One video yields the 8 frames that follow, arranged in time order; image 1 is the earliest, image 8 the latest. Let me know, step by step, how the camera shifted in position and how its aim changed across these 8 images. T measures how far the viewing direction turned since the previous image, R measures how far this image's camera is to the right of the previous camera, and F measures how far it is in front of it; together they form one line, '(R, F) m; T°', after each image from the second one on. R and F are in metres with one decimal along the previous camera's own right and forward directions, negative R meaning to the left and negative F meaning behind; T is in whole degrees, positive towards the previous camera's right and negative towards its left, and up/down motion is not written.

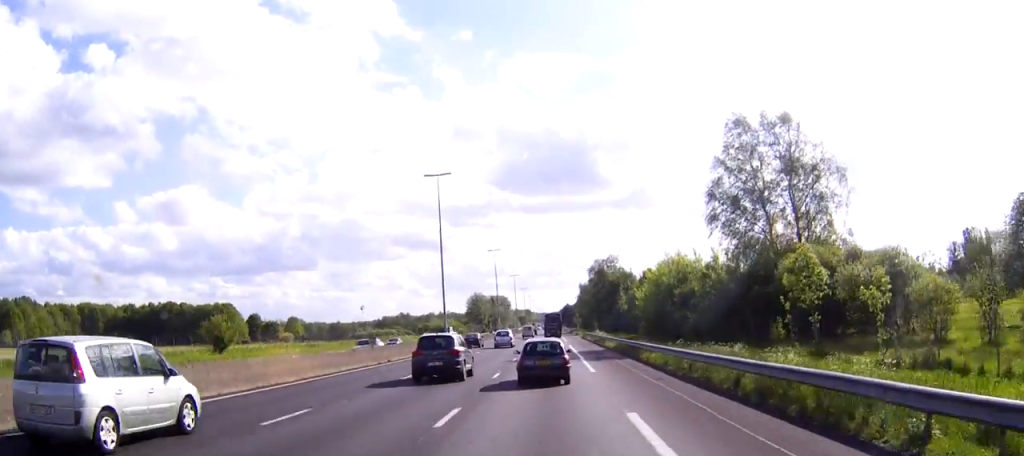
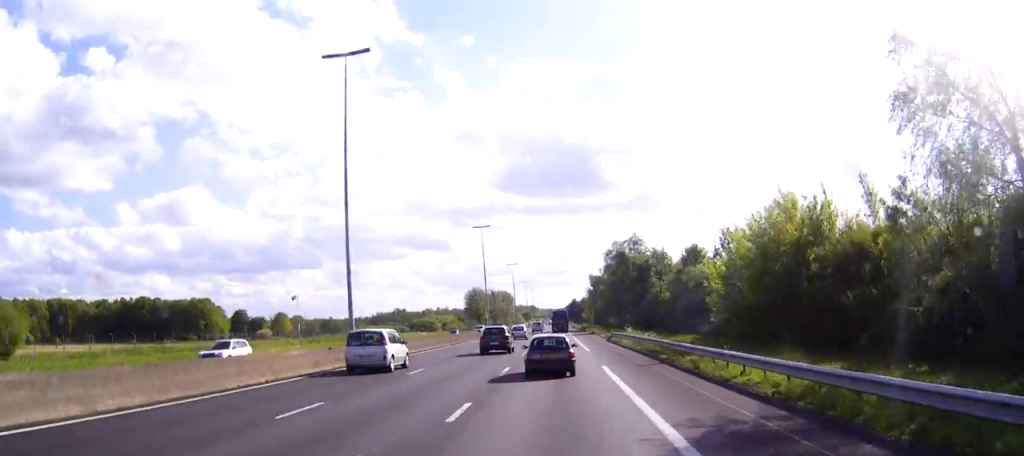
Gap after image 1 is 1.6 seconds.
(-0.1, +39.0) m; 0°
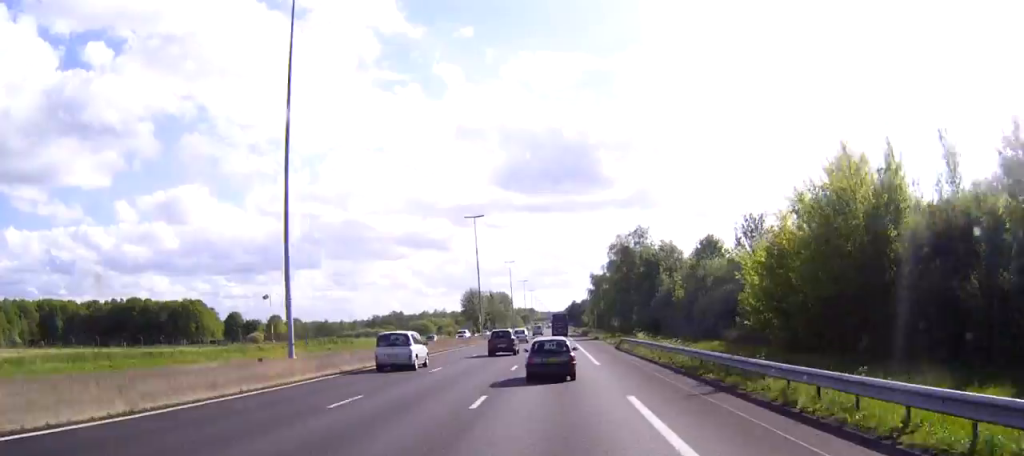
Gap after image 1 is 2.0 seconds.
(0.0, +9.8) m; 0°
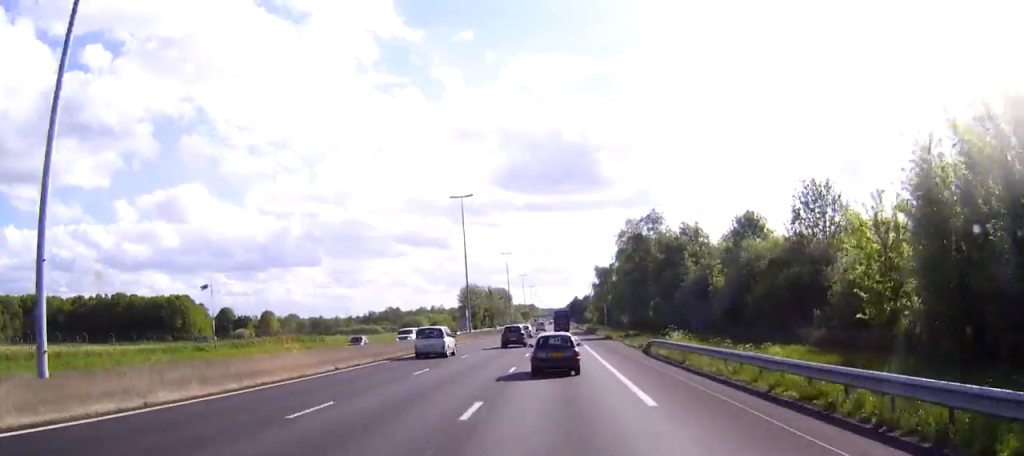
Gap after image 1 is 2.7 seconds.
(0.0, +17.2) m; 0°
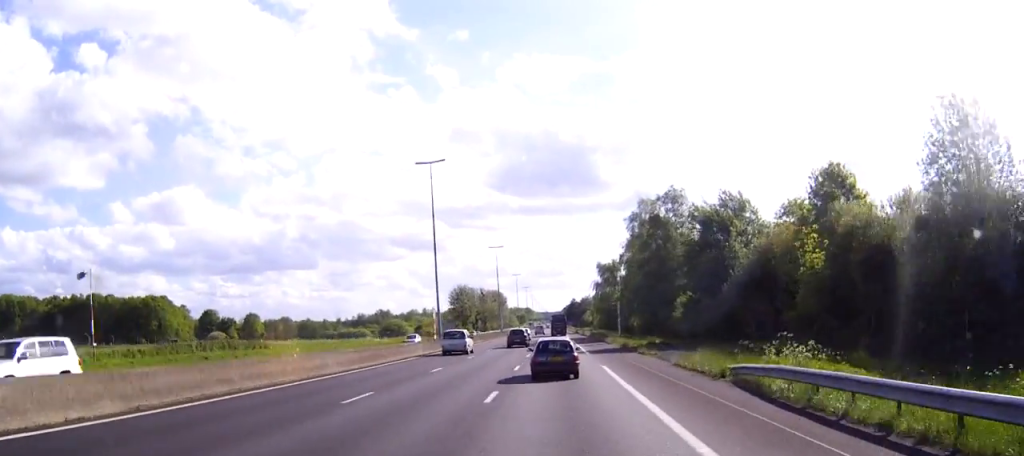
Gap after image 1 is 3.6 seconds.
(0.0, +22.1) m; 0°
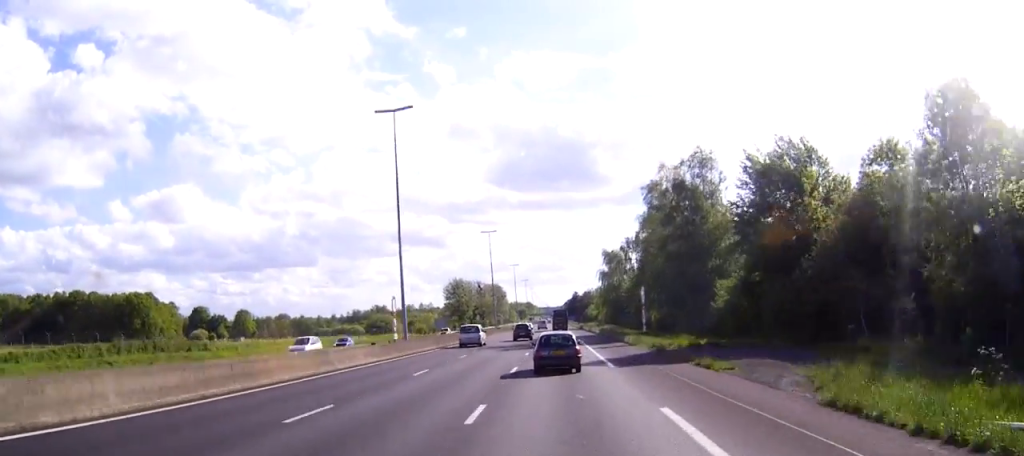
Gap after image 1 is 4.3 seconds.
(0.0, +17.1) m; 0°
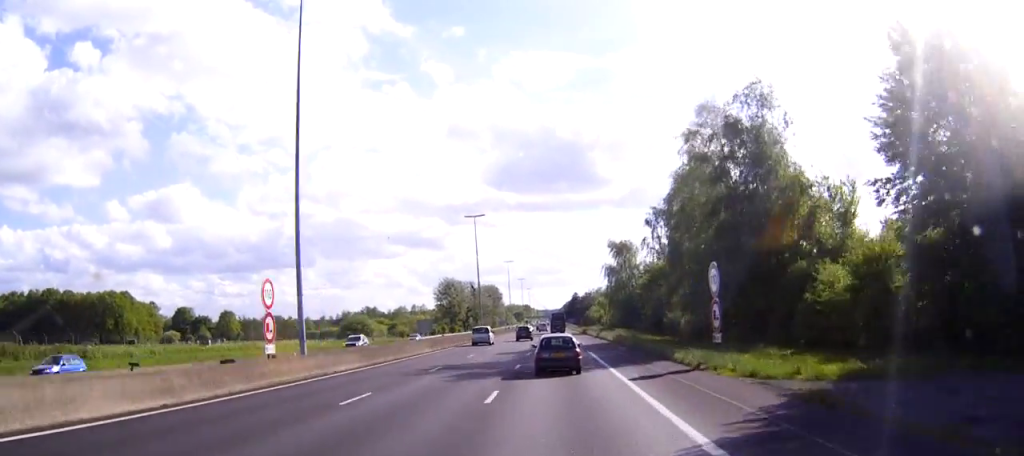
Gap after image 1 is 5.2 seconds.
(0.0, +22.1) m; 0°
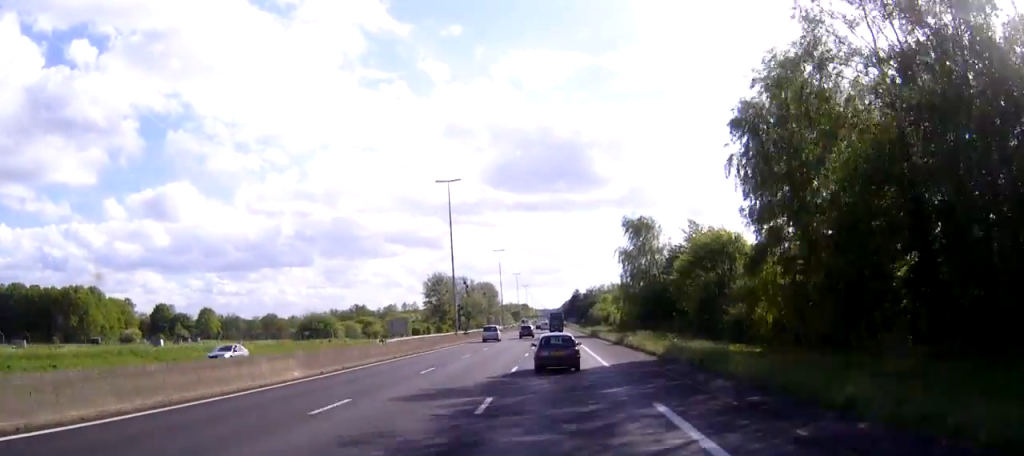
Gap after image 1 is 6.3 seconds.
(0.0, +28.0) m; 0°
